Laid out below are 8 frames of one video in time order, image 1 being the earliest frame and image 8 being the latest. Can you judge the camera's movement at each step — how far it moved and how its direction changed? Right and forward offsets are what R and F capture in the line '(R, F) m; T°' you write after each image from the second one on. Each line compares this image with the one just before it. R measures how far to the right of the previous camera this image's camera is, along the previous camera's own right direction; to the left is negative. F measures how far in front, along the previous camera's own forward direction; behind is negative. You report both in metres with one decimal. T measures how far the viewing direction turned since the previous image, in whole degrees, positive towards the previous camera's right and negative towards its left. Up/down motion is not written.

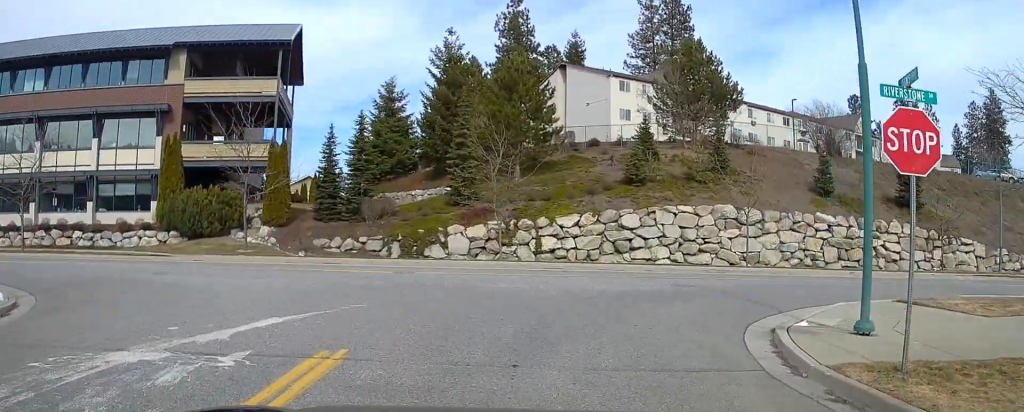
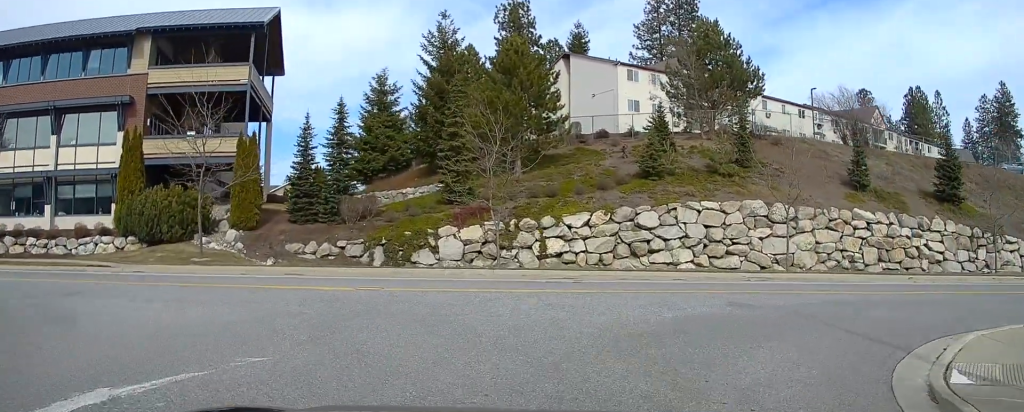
(-0.2, +5.4) m; 0°
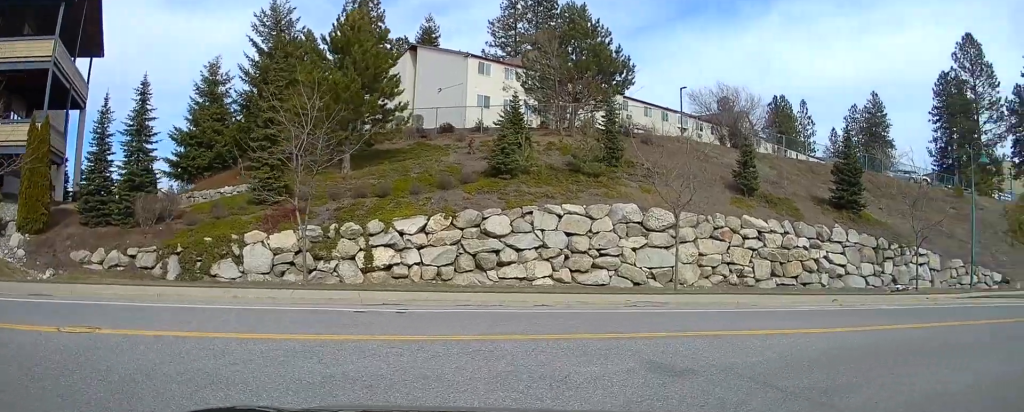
(+1.1, +9.6) m; +39°
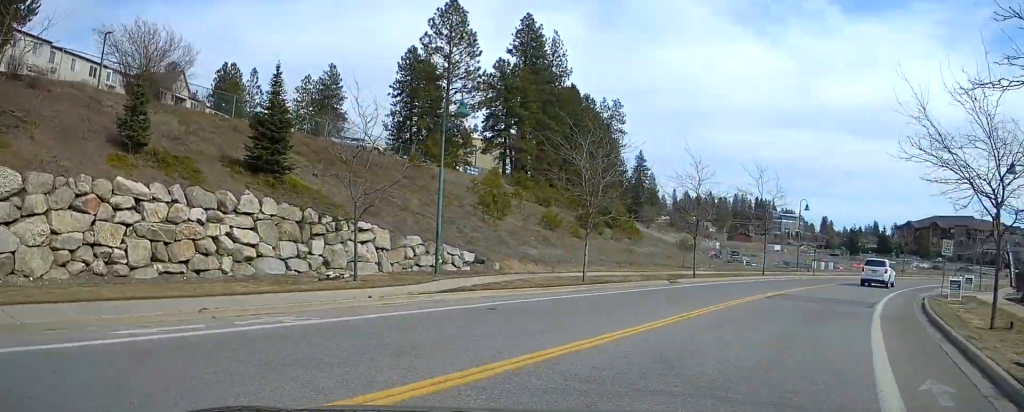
(+3.1, +7.2) m; +31°
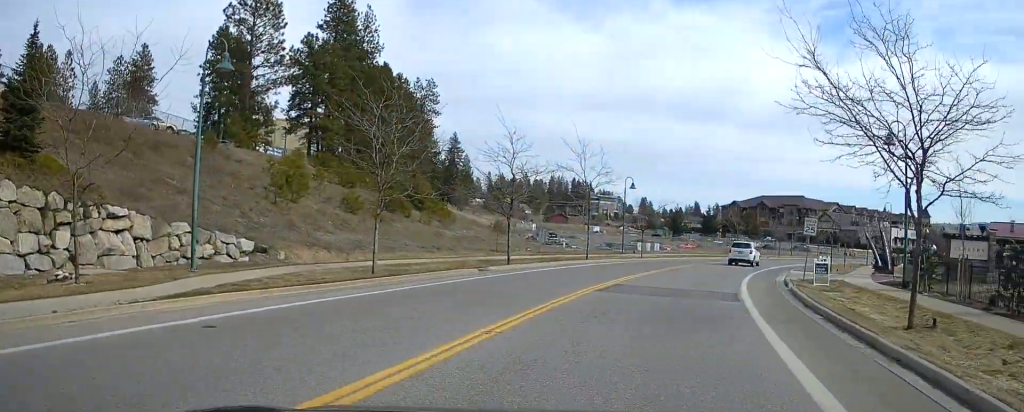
(+0.2, +4.3) m; +6°
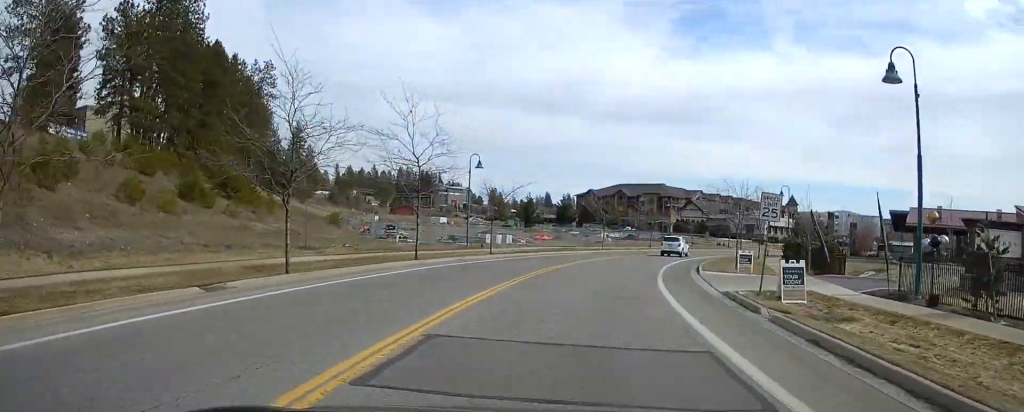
(+1.1, +9.9) m; +10°
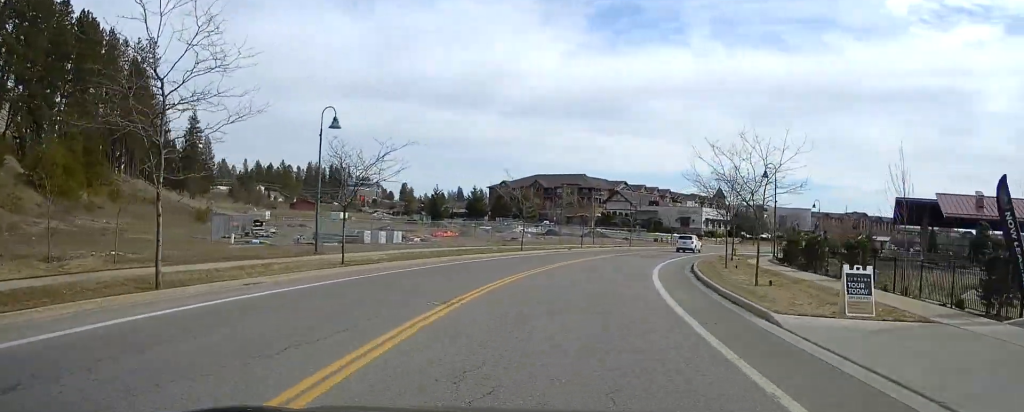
(+1.4, +16.1) m; +8°
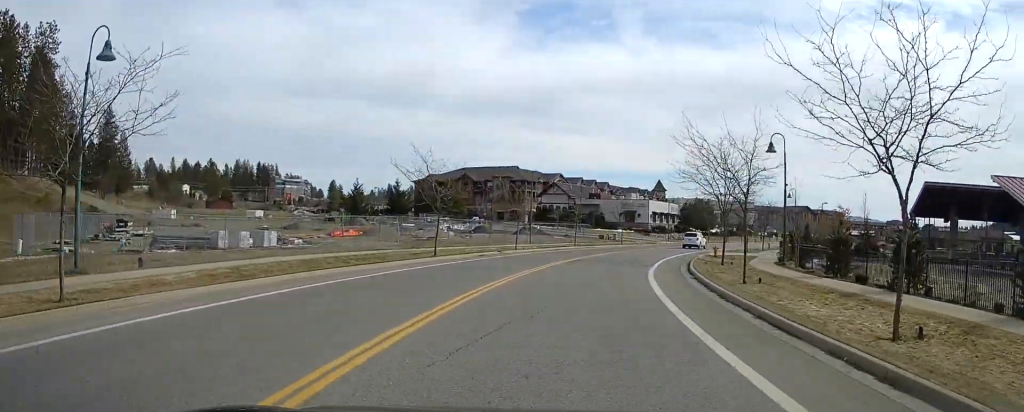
(+0.5, +13.4) m; +5°
